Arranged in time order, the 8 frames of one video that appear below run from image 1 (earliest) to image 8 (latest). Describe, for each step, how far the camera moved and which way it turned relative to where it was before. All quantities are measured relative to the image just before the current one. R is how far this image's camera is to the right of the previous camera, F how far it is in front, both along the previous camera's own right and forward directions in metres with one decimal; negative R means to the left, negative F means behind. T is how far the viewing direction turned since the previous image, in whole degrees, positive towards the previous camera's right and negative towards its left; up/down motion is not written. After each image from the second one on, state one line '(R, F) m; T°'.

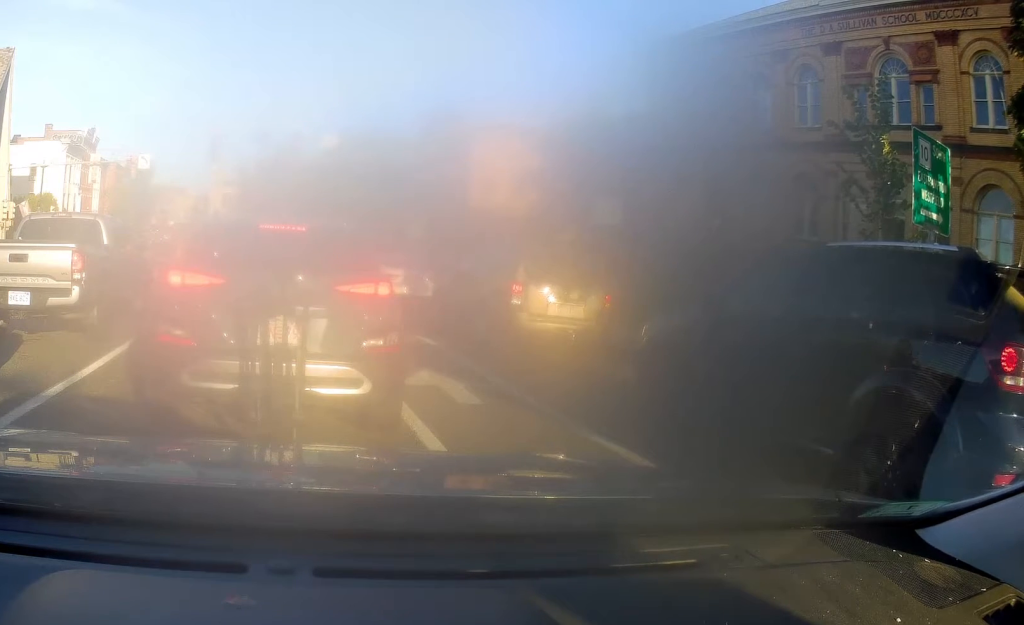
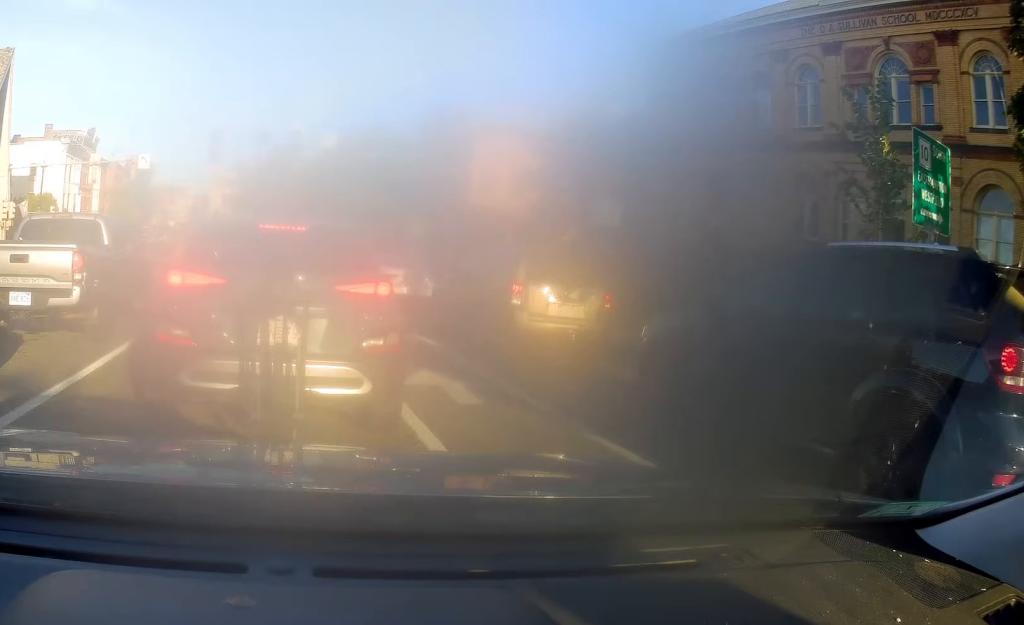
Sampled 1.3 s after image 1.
(0.0, 0.0) m; 0°
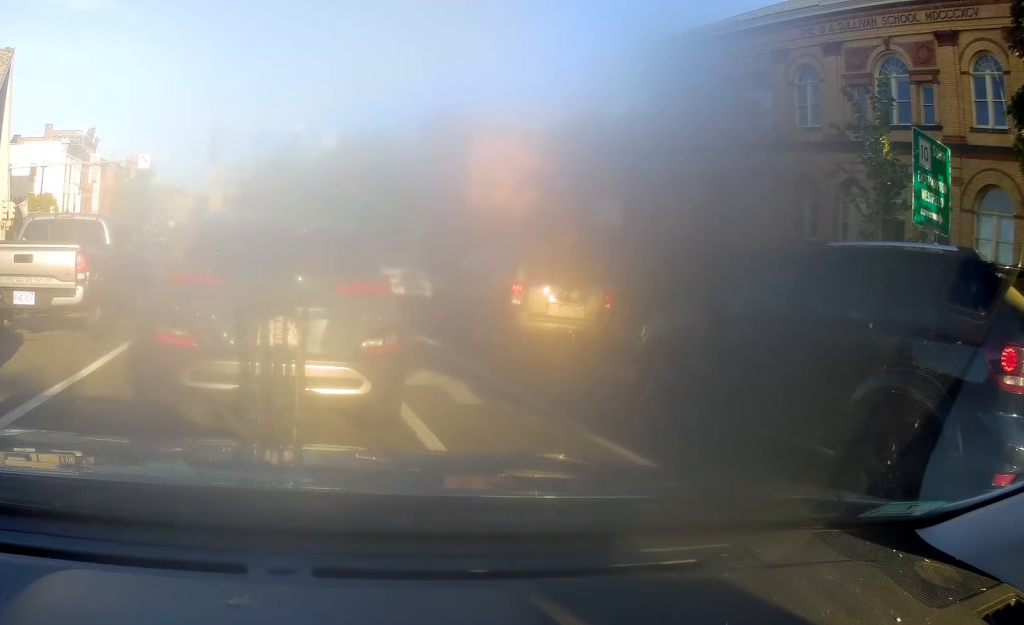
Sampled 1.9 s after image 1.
(0.0, 0.0) m; 0°
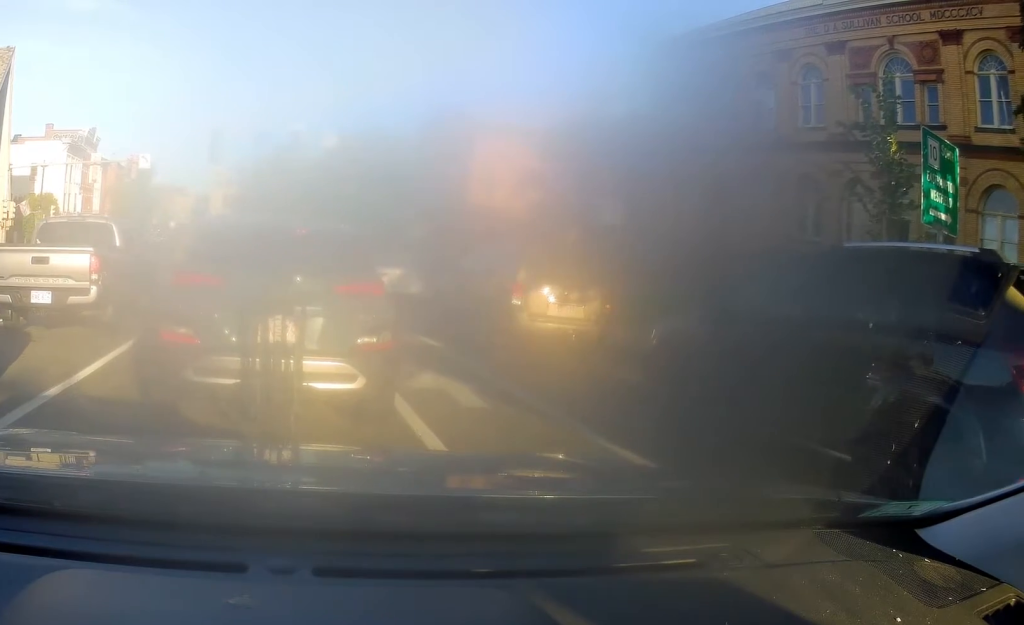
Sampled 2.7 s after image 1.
(0.0, +0.2) m; 0°
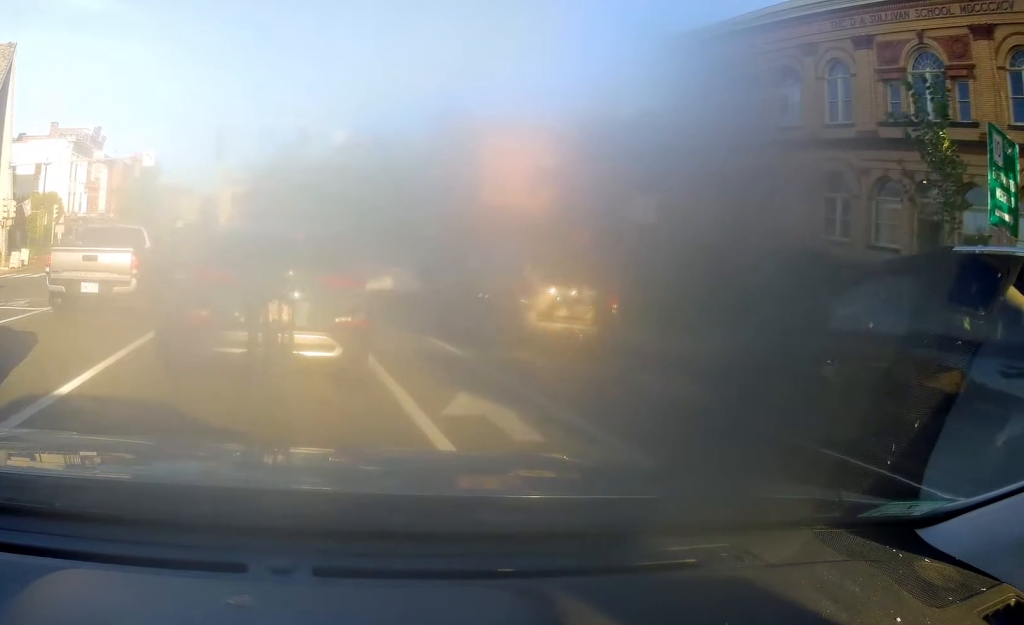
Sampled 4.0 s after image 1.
(0.0, +0.9) m; 0°
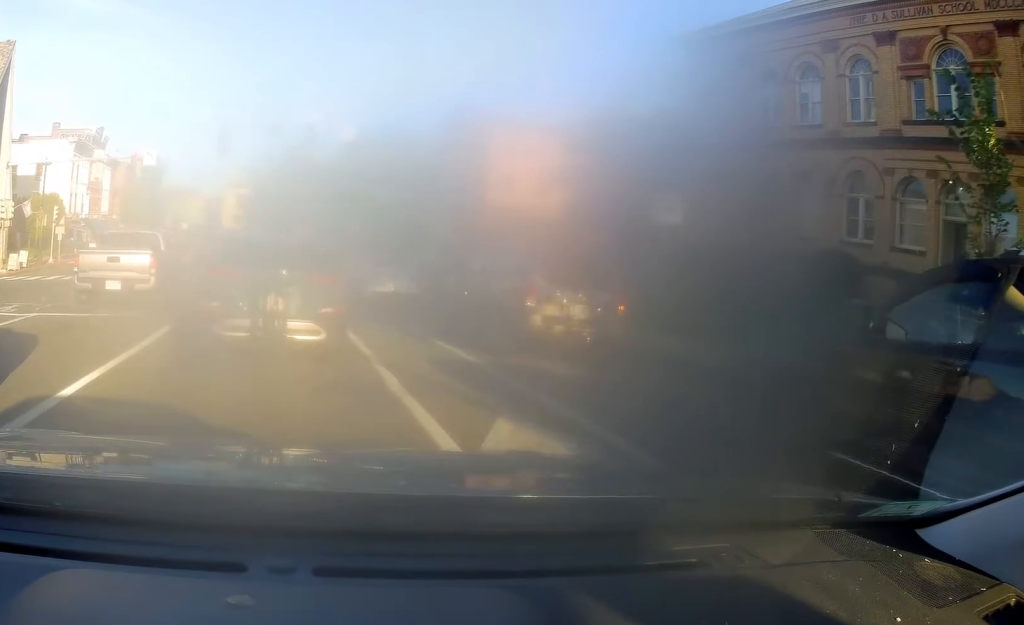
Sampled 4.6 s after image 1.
(0.0, +1.2) m; 0°
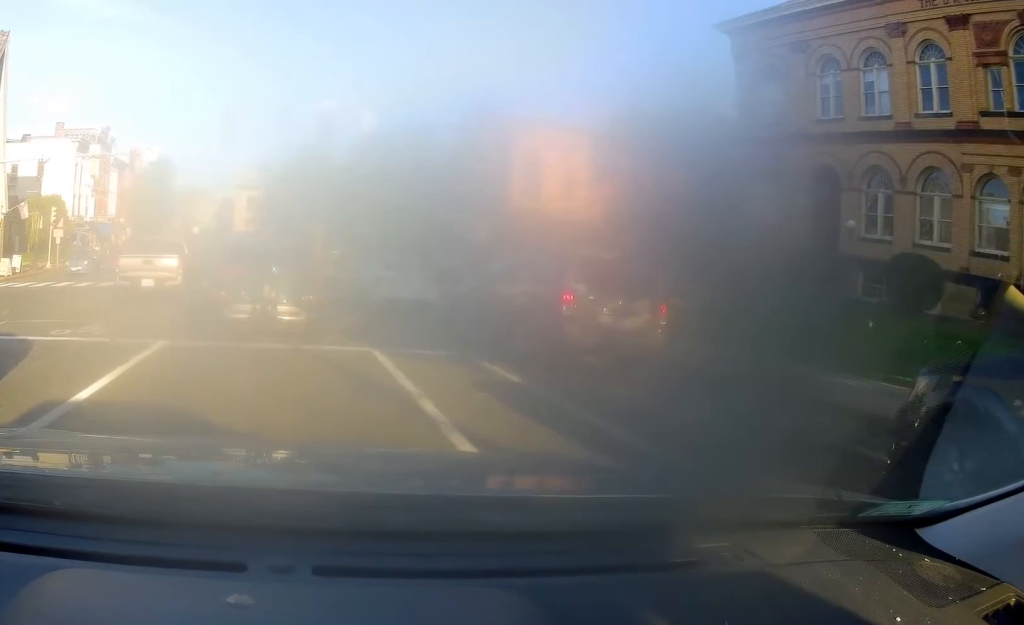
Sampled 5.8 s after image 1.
(0.0, +3.3) m; +7°
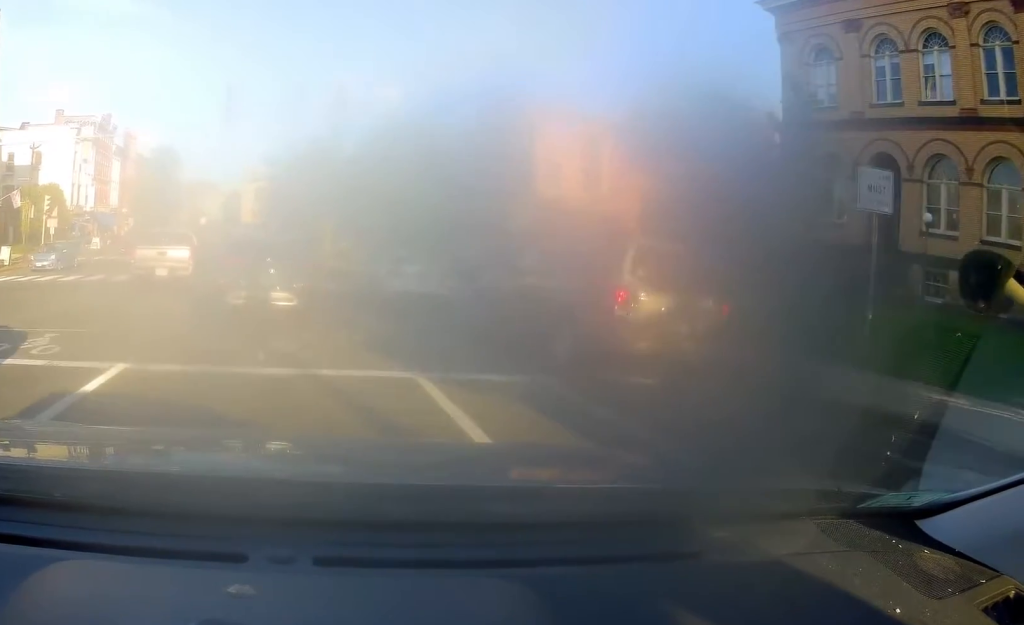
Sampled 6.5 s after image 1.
(+0.2, +3.0) m; 0°
